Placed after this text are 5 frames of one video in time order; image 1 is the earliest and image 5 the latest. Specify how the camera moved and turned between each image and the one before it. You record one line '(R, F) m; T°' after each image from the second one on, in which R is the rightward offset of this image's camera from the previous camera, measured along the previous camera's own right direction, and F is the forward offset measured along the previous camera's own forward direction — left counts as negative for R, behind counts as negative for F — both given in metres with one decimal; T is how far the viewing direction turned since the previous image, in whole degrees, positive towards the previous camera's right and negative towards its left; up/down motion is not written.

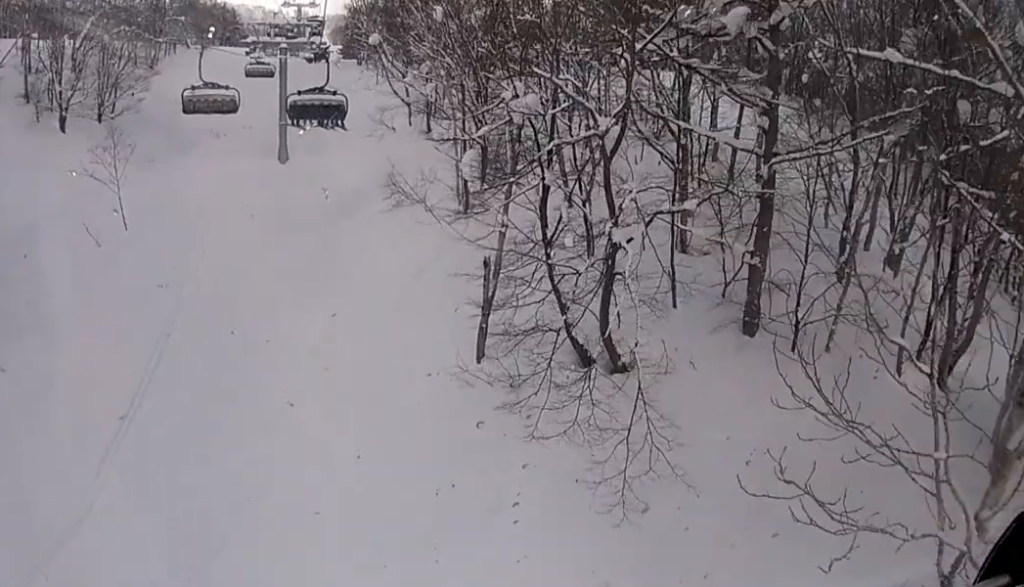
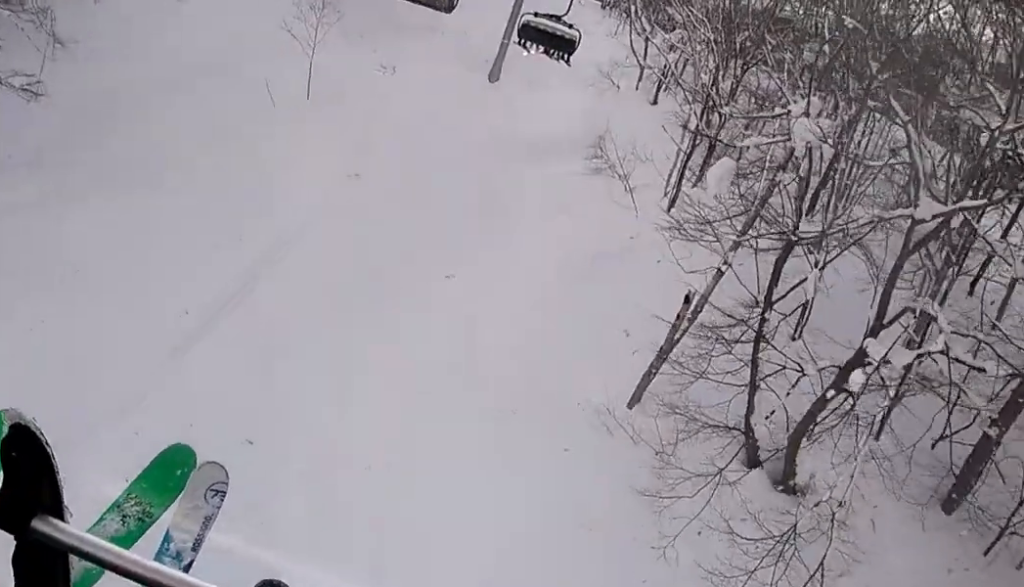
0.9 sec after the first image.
(-0.2, +3.6) m; +4°
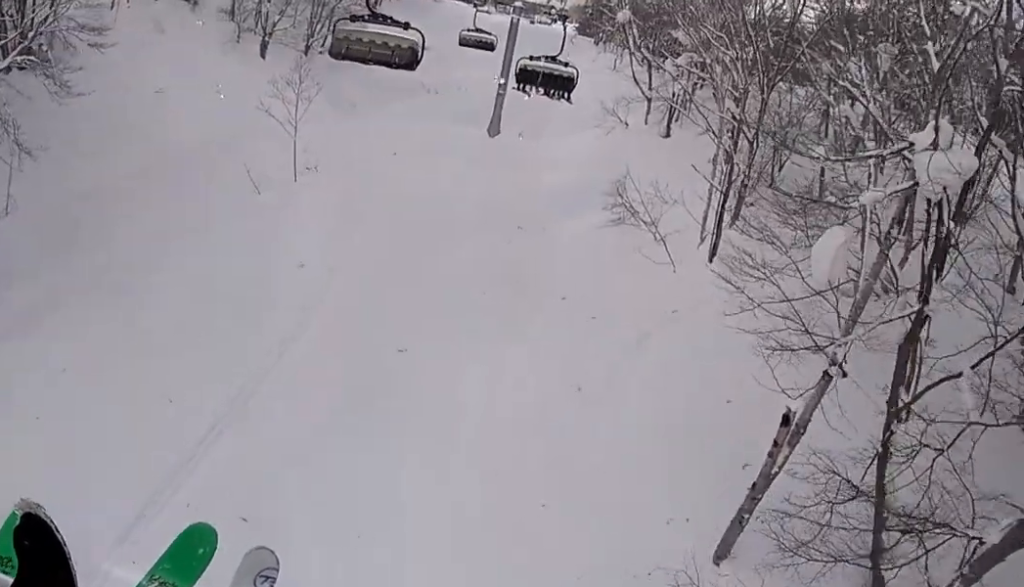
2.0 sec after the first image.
(+0.7, +4.3) m; +10°
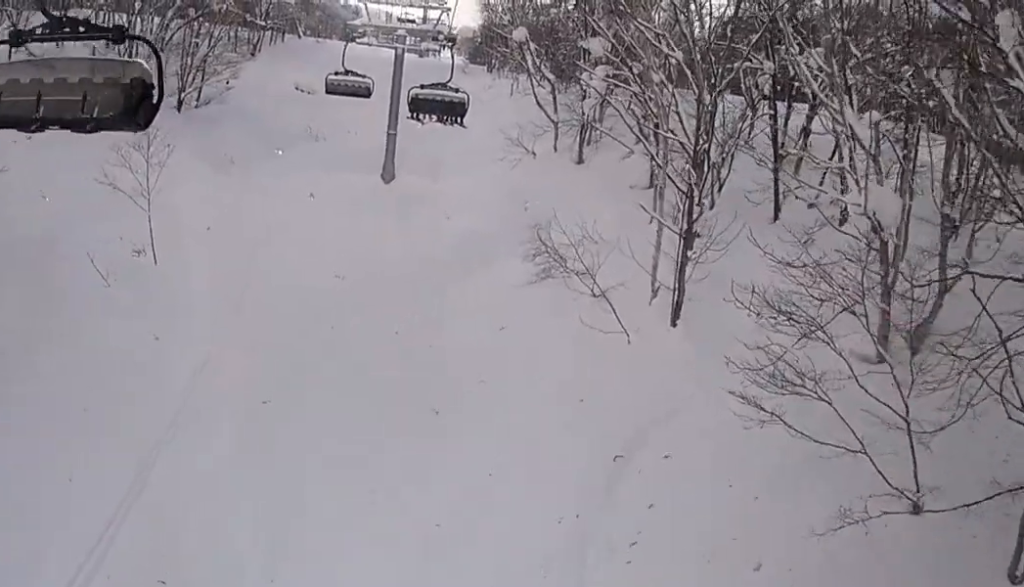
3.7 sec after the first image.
(-1.0, +6.4) m; -13°
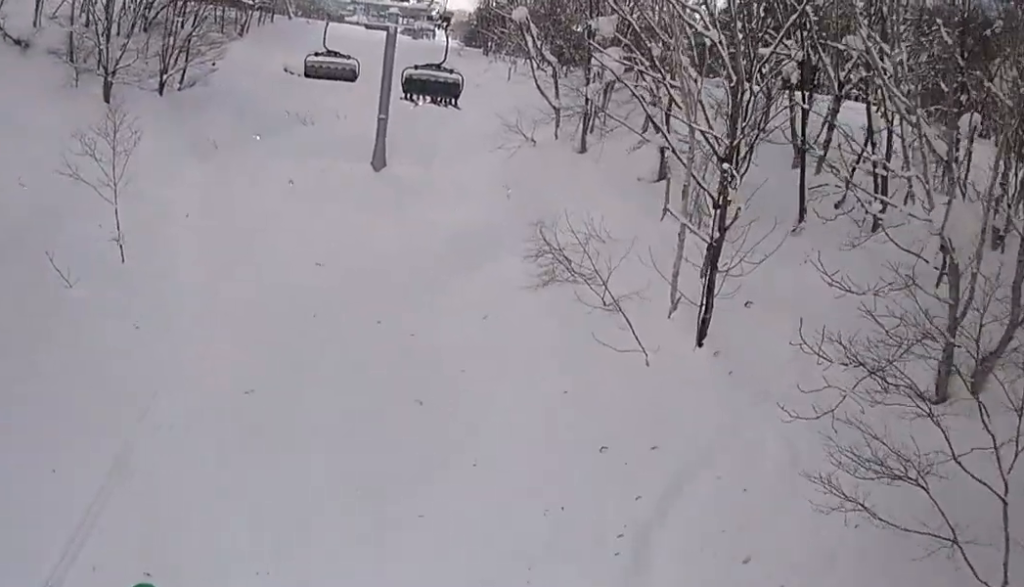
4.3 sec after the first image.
(+0.4, +2.9) m; -1°
